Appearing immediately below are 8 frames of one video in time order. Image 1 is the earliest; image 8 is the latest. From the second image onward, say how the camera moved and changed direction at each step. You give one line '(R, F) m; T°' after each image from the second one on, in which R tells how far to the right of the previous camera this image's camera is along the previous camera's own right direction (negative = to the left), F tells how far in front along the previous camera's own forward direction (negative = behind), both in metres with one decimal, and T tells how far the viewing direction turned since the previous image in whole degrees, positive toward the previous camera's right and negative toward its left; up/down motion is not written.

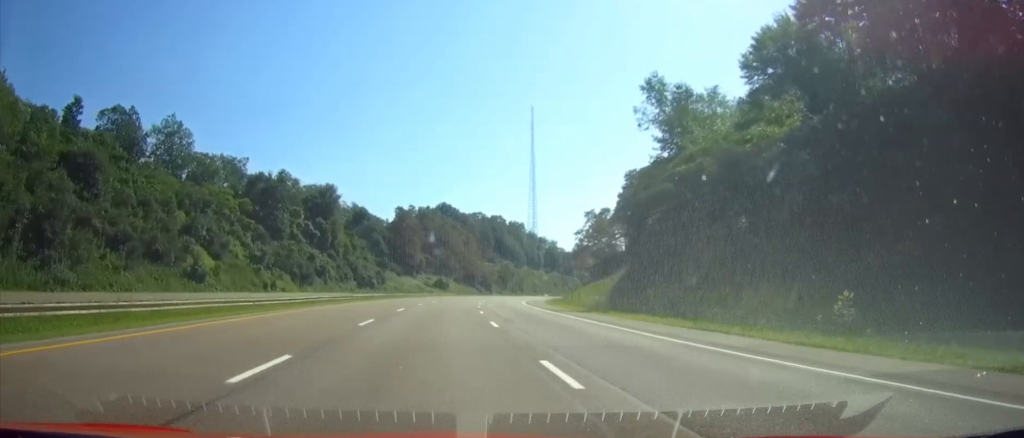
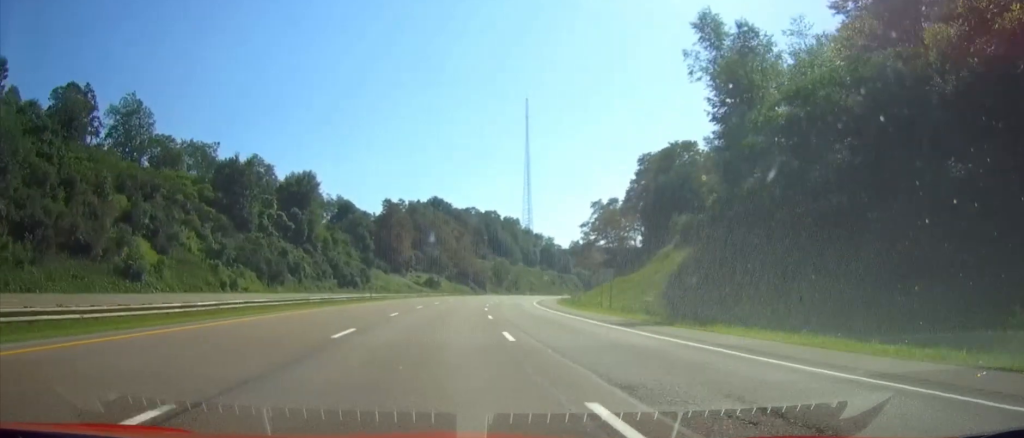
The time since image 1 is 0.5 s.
(0.0, +16.9) m; 0°
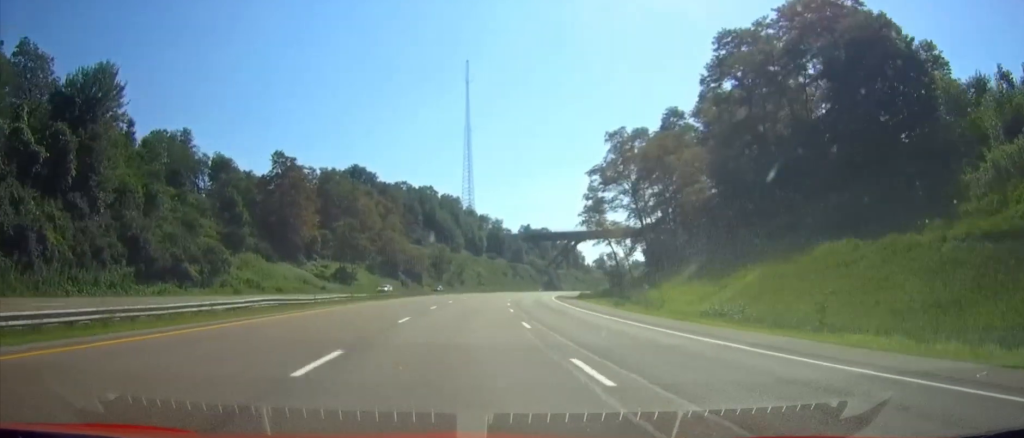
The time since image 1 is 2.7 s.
(0.0, +67.8) m; 0°
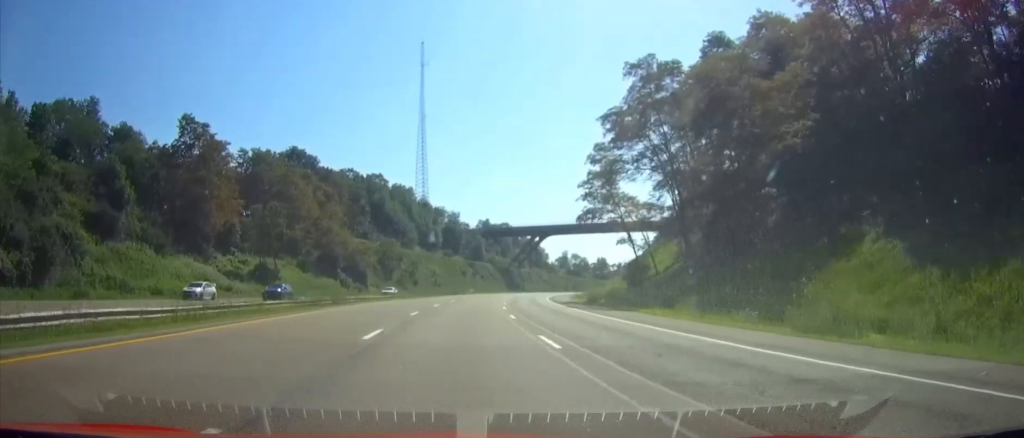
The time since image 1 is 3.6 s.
(0.0, +30.8) m; 0°
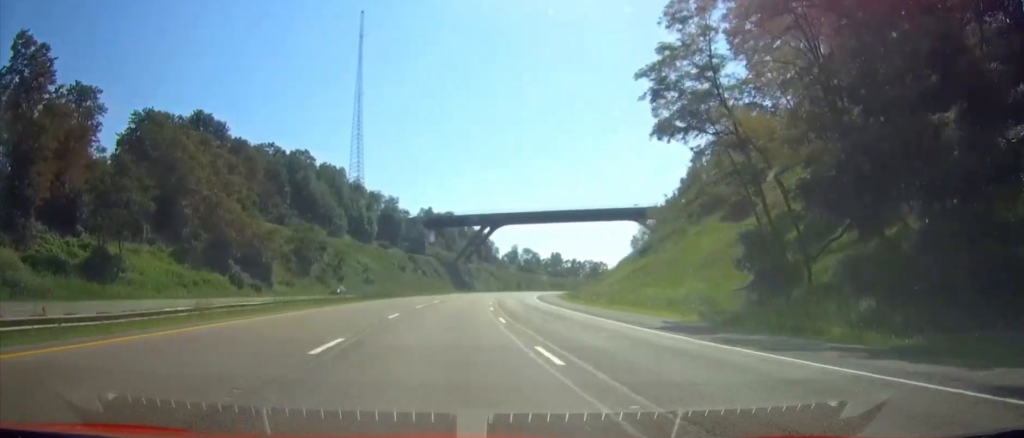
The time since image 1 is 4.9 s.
(+2.0, +39.3) m; +10°
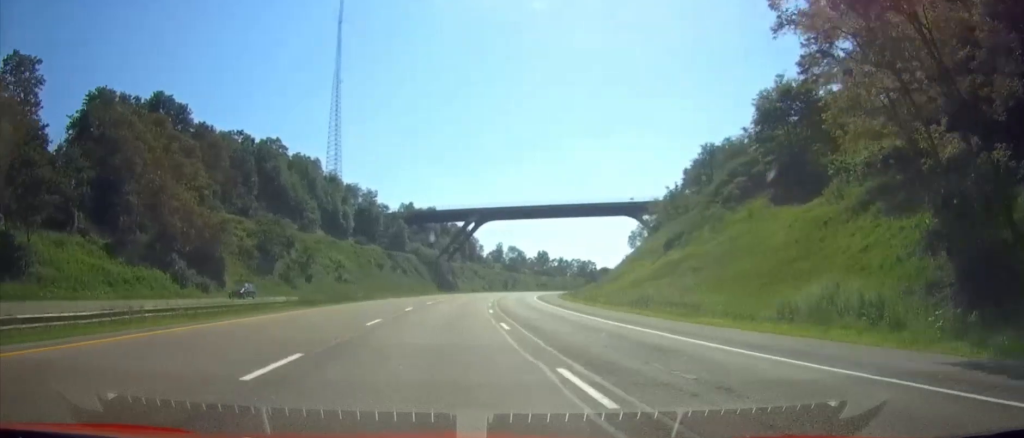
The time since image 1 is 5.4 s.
(+1.5, +16.0) m; +4°
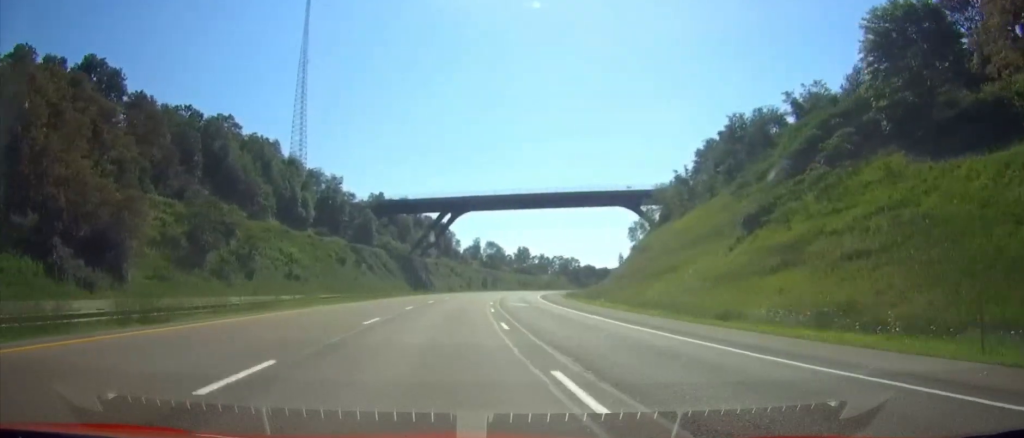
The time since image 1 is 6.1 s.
(+1.1, +24.6) m; +3°
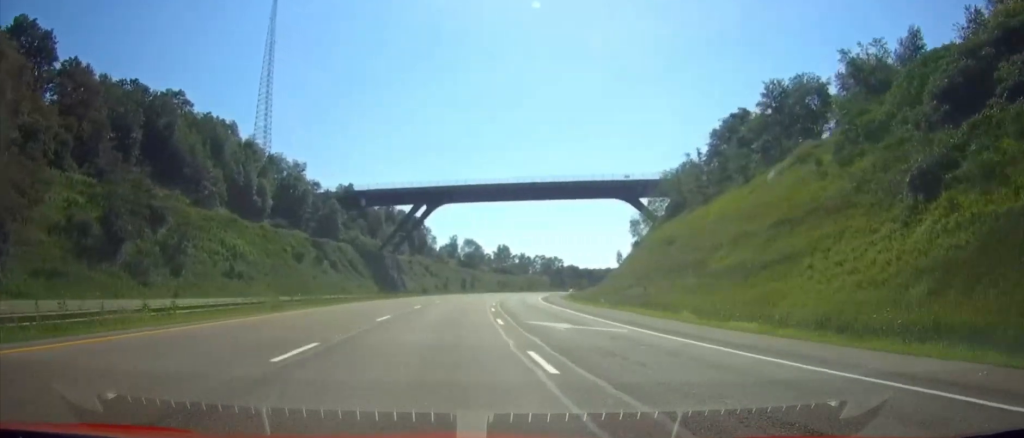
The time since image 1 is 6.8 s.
(+0.3, +21.4) m; +2°
